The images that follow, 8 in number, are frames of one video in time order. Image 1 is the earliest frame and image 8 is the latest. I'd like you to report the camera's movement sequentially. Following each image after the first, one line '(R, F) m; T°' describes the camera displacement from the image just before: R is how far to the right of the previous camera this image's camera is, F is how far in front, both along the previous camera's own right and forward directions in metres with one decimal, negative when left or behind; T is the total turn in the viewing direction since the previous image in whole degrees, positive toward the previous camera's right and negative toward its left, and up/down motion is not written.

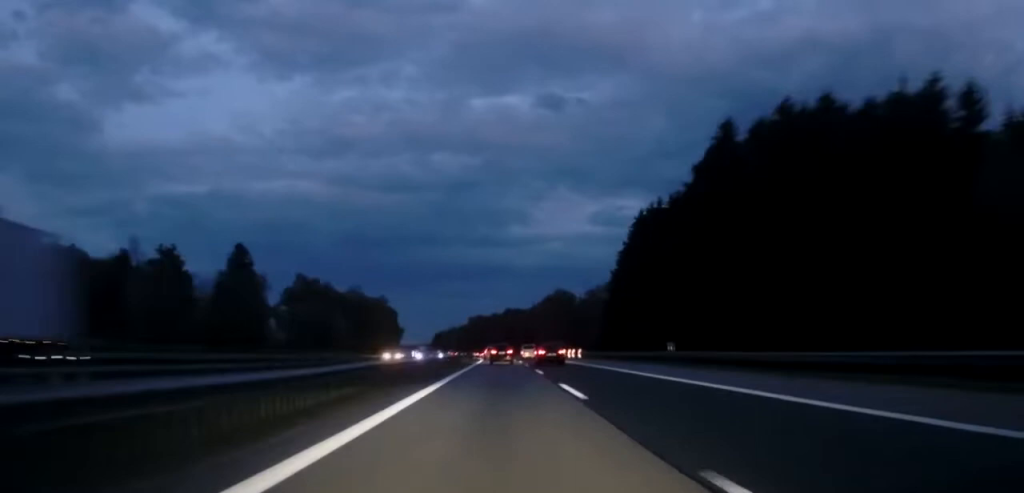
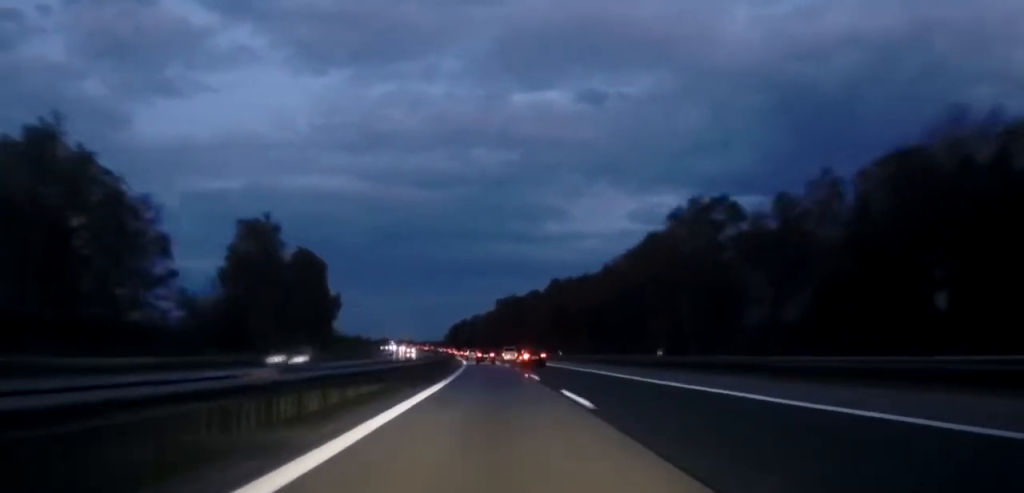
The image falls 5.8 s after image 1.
(-2.5, +144.9) m; -4°
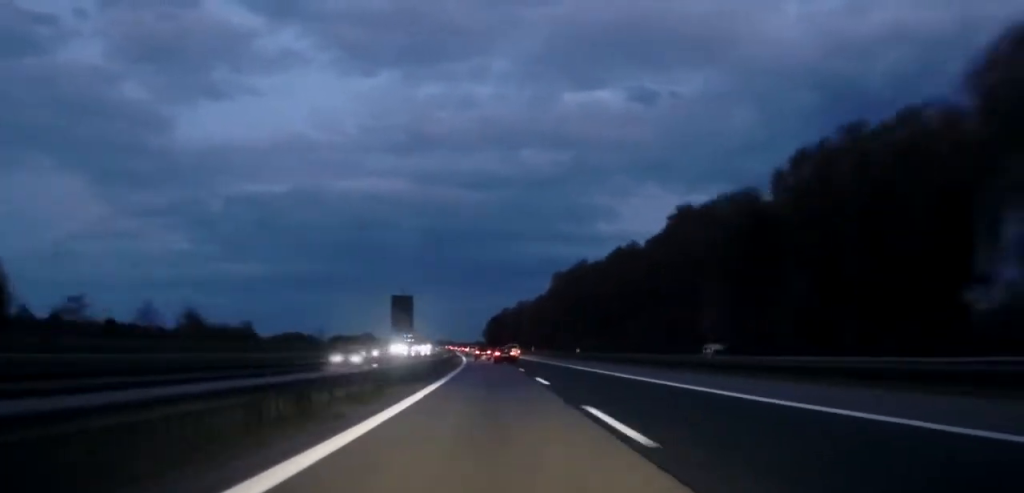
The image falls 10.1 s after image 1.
(-4.3, +115.2) m; -3°
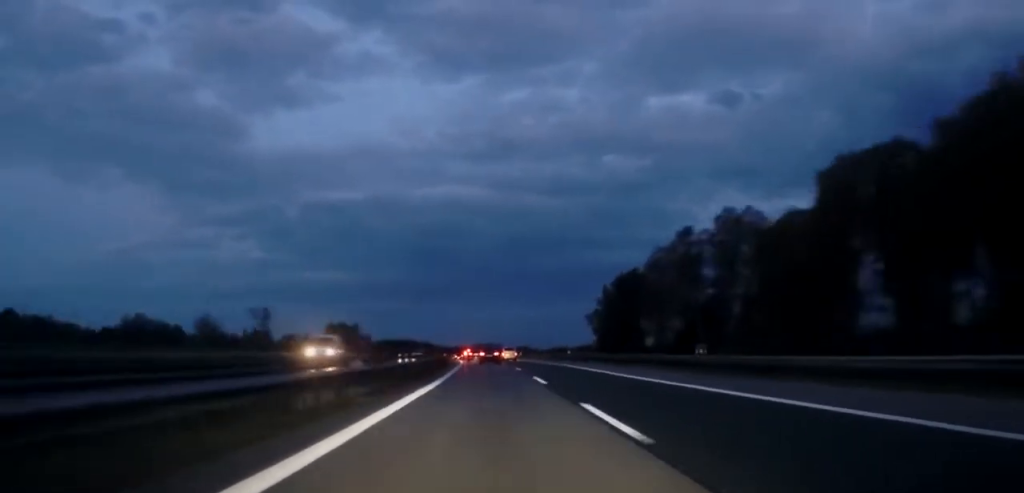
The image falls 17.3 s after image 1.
(-6.9, +194.1) m; -6°
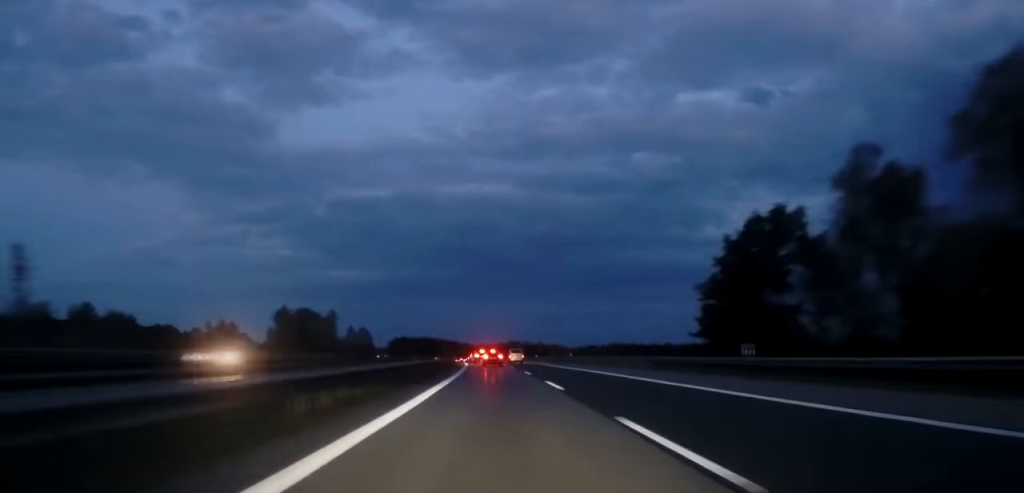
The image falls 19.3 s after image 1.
(-1.3, +54.9) m; -2°
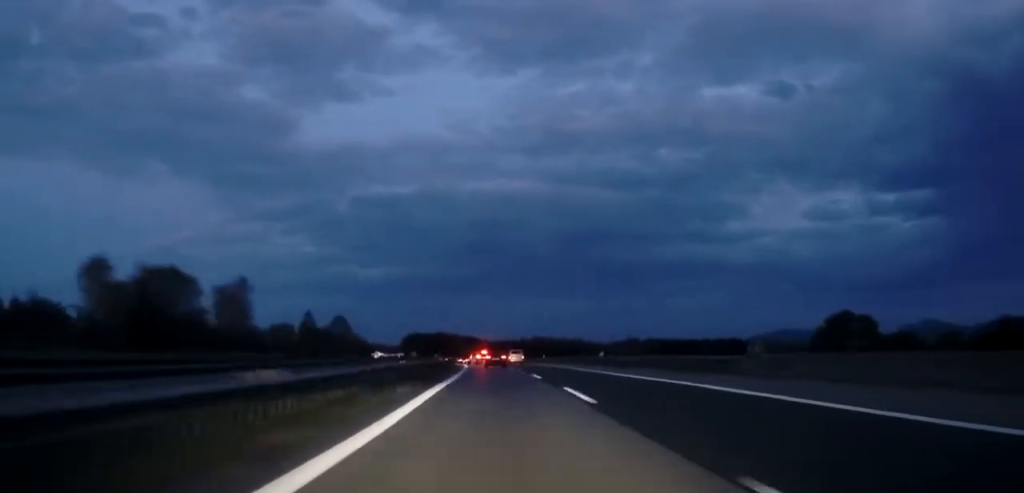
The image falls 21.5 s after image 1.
(-0.9, +56.9) m; -2°
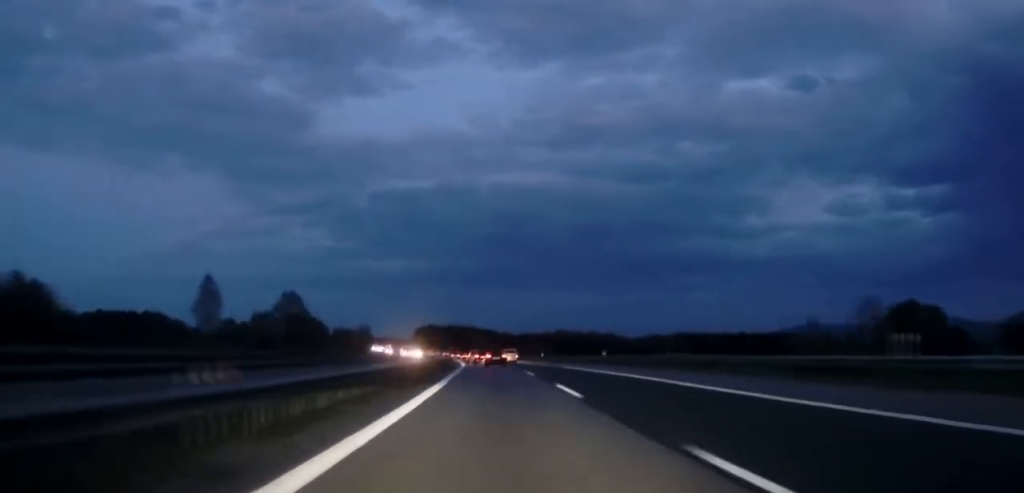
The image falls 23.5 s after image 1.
(-0.4, +52.6) m; -2°
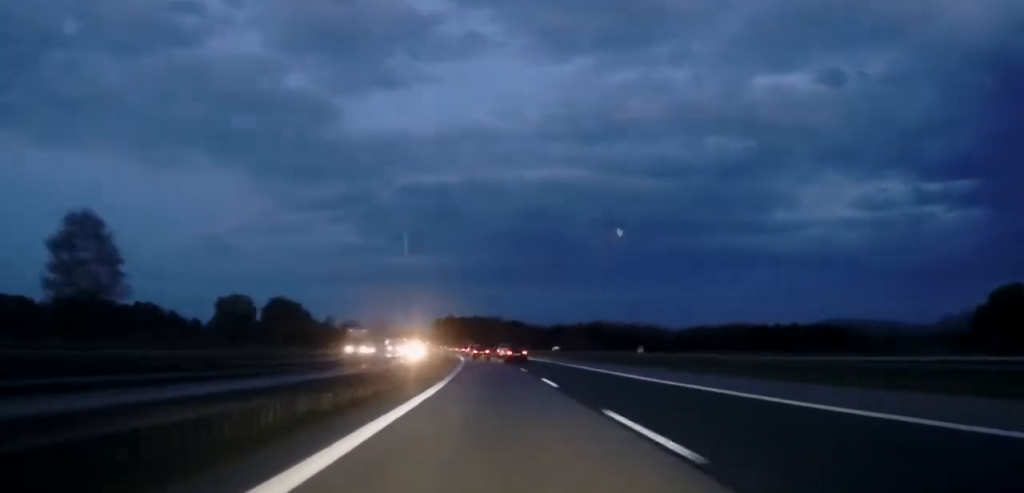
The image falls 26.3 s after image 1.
(-1.6, +71.0) m; -2°
